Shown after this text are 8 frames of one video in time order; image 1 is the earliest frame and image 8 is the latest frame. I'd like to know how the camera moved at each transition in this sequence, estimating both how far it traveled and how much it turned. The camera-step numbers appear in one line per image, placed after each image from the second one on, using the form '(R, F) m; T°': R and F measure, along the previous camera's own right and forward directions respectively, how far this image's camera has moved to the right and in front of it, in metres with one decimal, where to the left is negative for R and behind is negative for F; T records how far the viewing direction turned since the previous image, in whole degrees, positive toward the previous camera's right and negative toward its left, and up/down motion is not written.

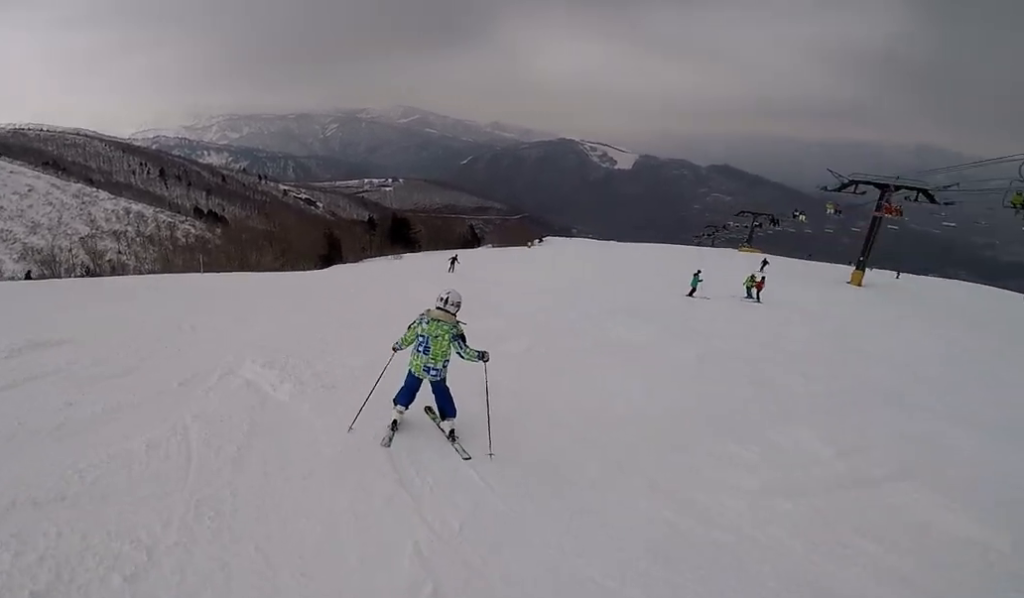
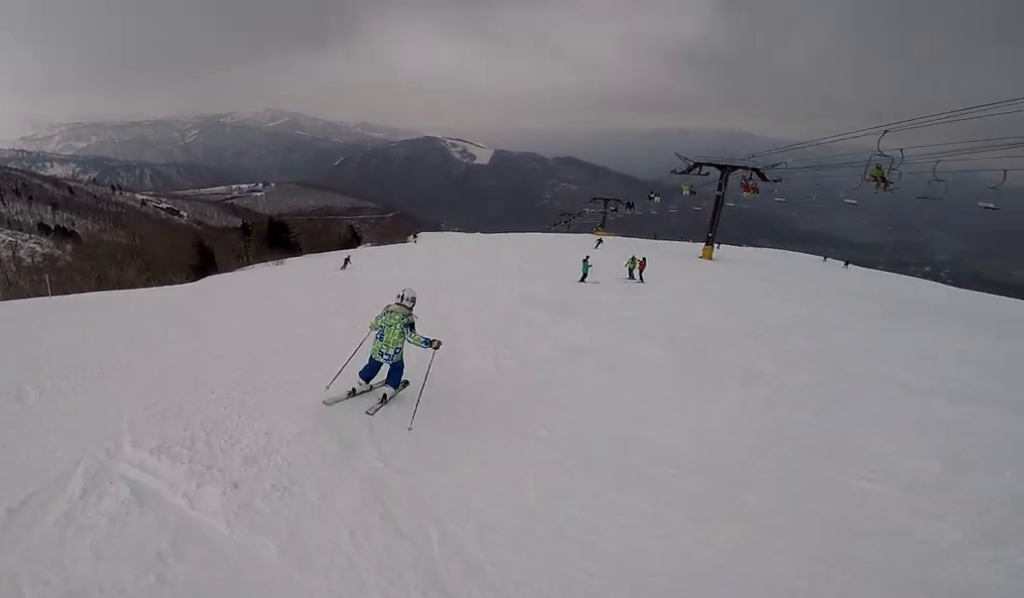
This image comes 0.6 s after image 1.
(+1.2, +2.0) m; +21°
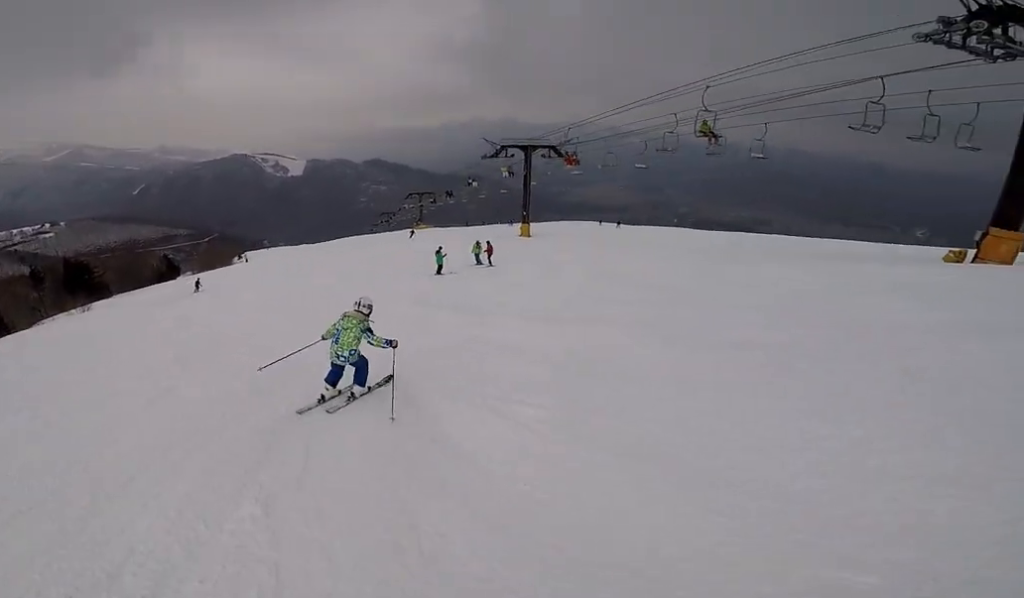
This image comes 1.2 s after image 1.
(+0.7, +2.8) m; +18°
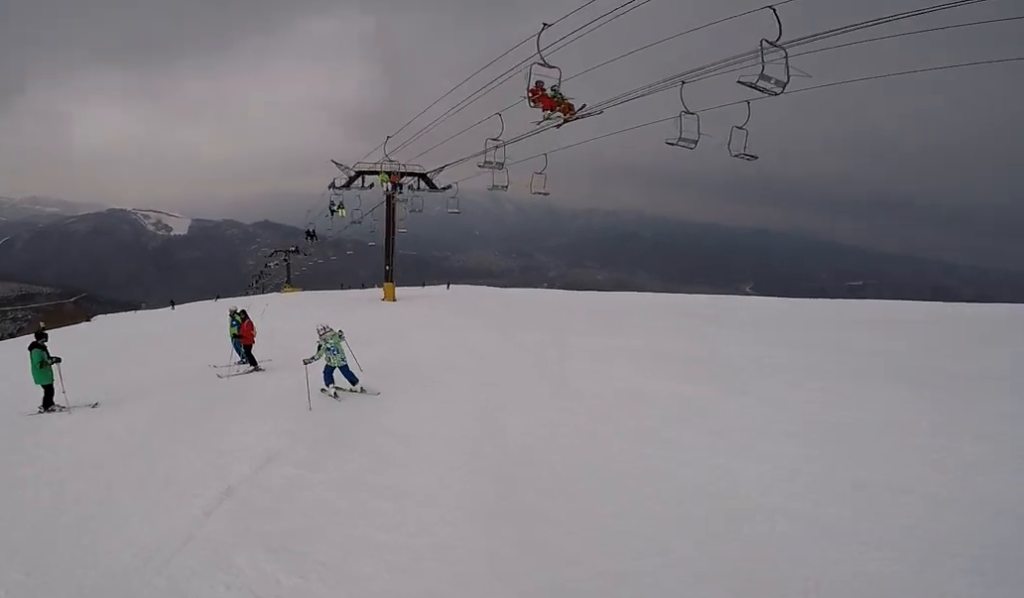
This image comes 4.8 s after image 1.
(+8.3, +16.0) m; +17°
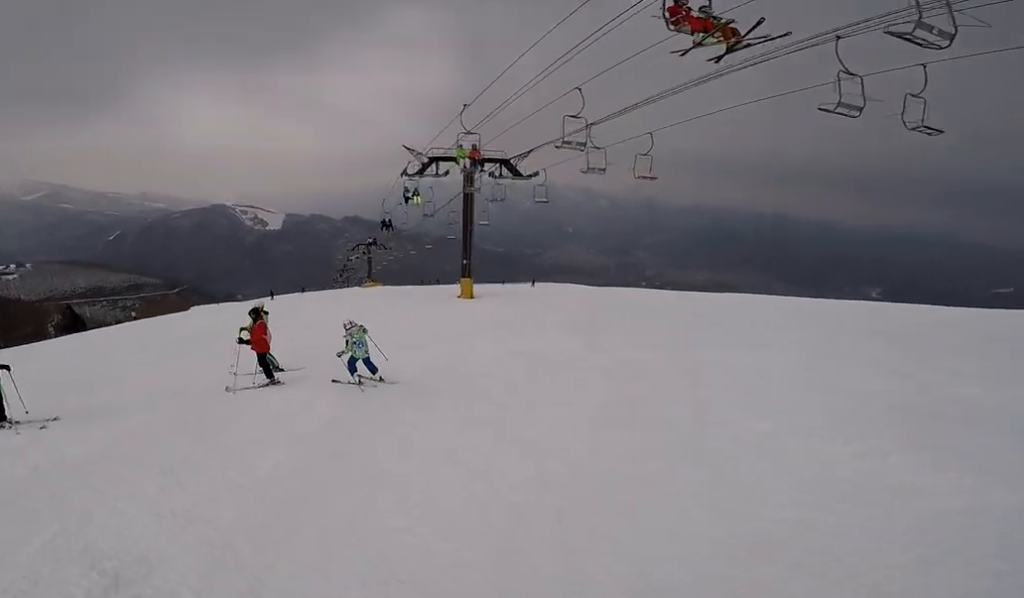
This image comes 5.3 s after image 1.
(-0.6, +2.9) m; -13°
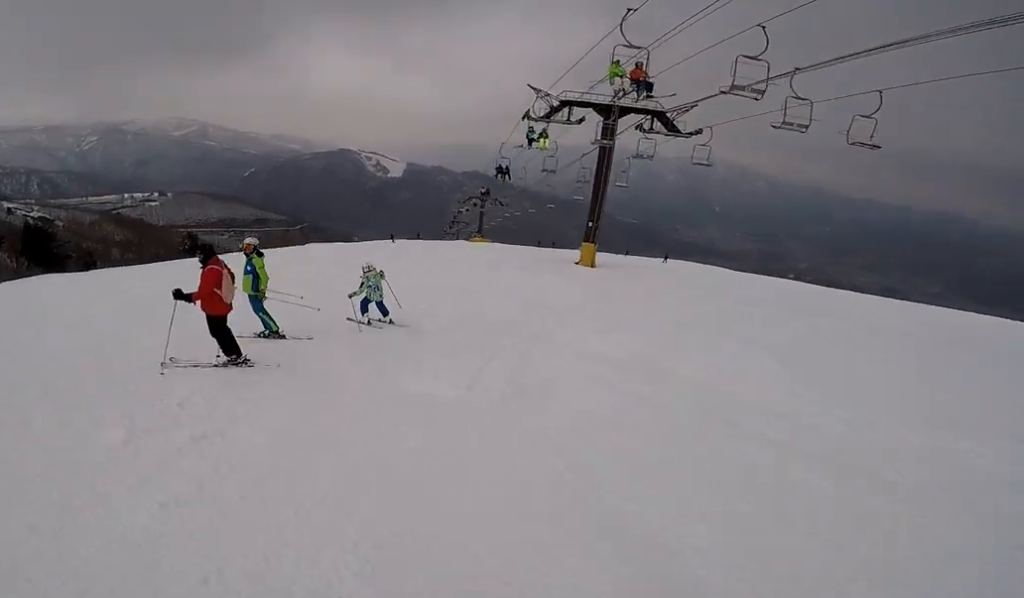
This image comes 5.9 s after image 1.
(-0.6, +4.1) m; -15°
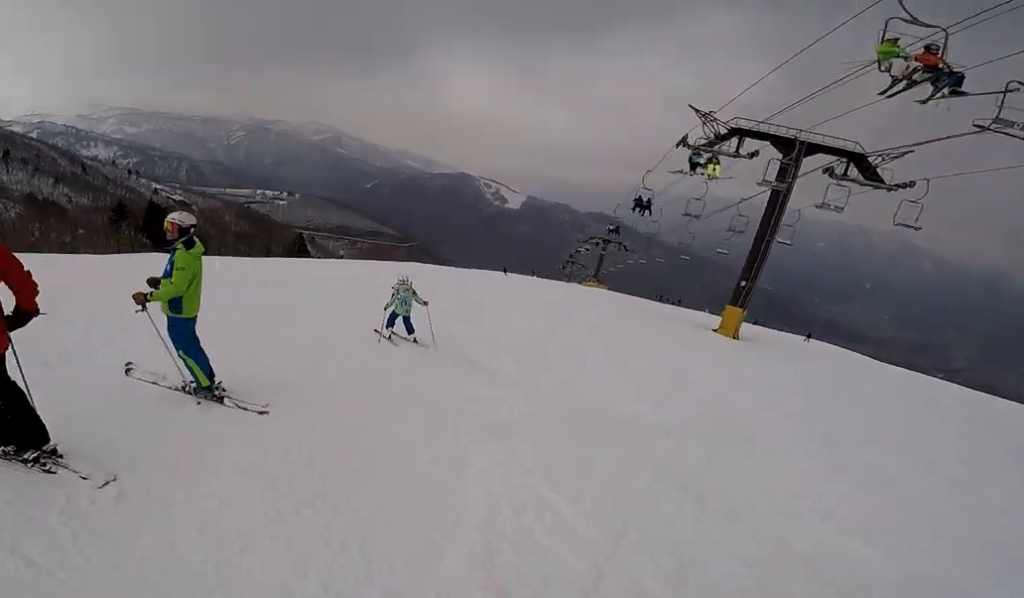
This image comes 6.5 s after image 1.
(-0.5, +3.8) m; -5°
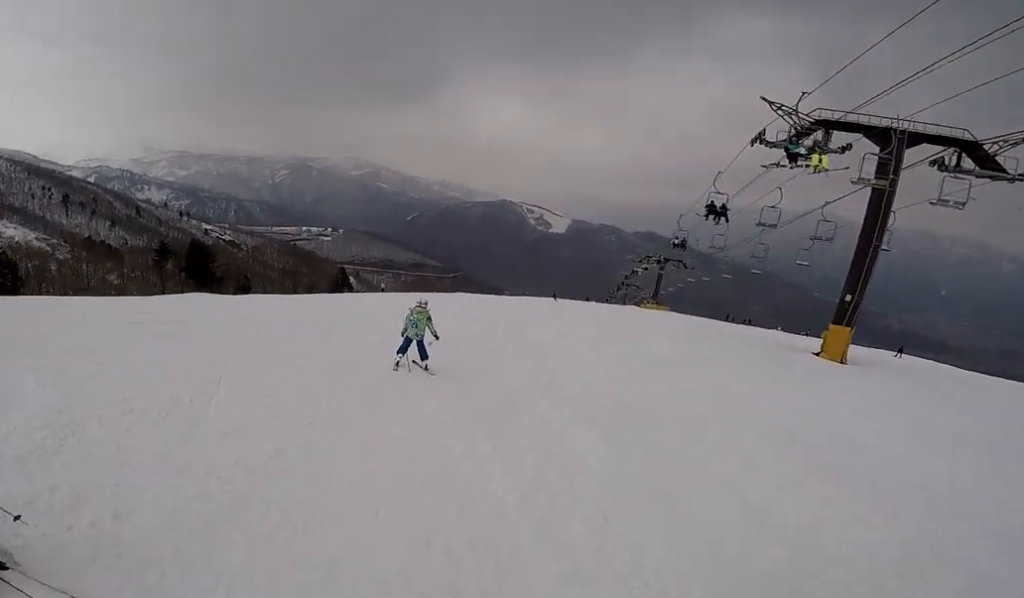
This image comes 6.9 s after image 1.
(-0.2, +2.7) m; -3°
